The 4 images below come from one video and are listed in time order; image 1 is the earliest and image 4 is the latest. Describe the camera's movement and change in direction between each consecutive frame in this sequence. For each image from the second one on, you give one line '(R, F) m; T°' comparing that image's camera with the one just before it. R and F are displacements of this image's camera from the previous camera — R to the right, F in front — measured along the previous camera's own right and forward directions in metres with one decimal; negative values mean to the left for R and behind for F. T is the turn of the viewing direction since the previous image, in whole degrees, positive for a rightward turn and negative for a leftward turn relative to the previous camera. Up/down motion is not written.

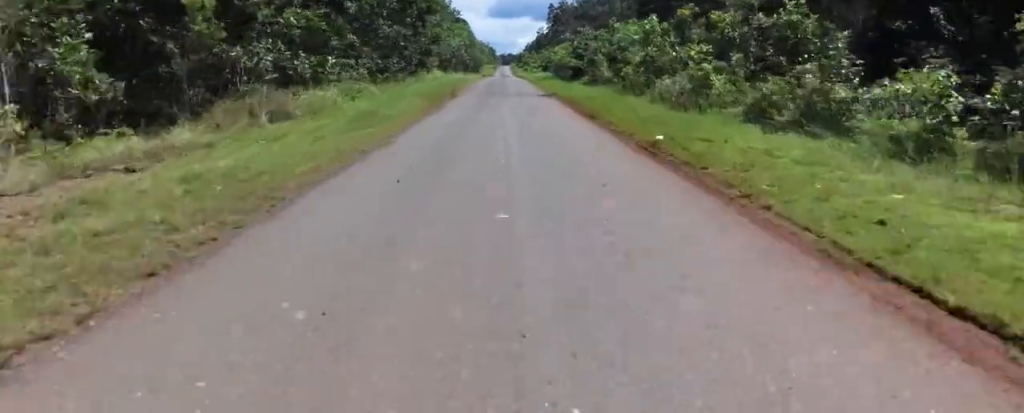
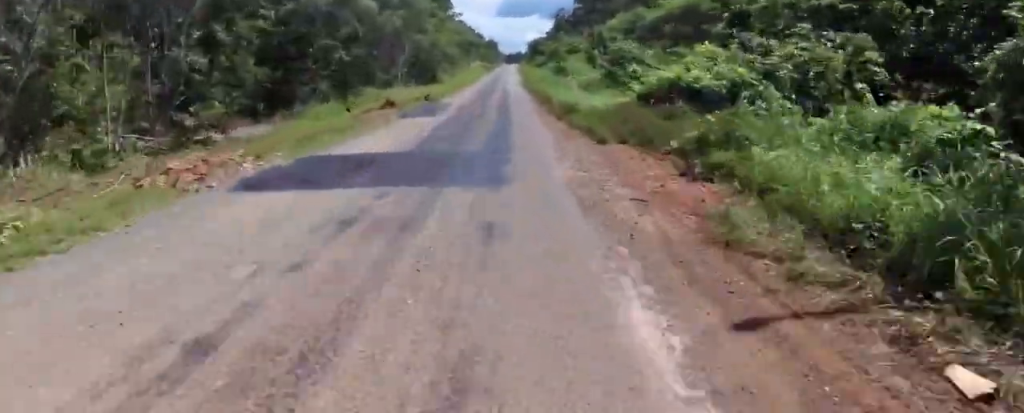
(+0.4, +95.0) m; +1°
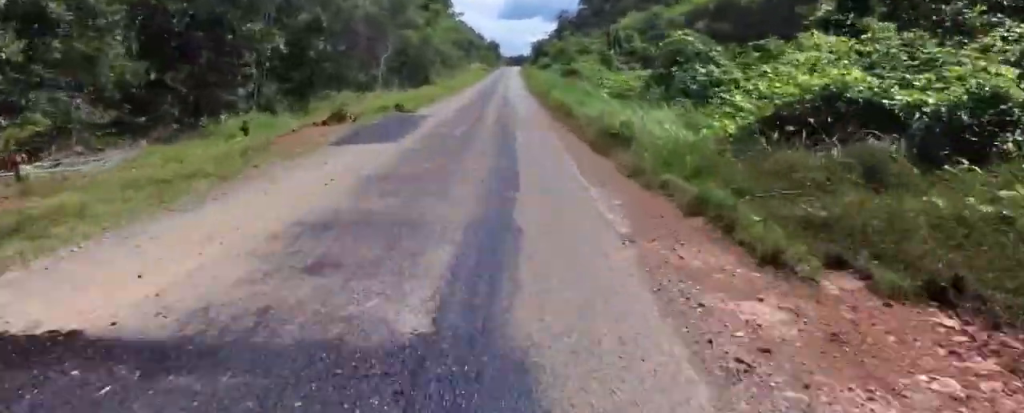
(+0.2, +8.0) m; -2°
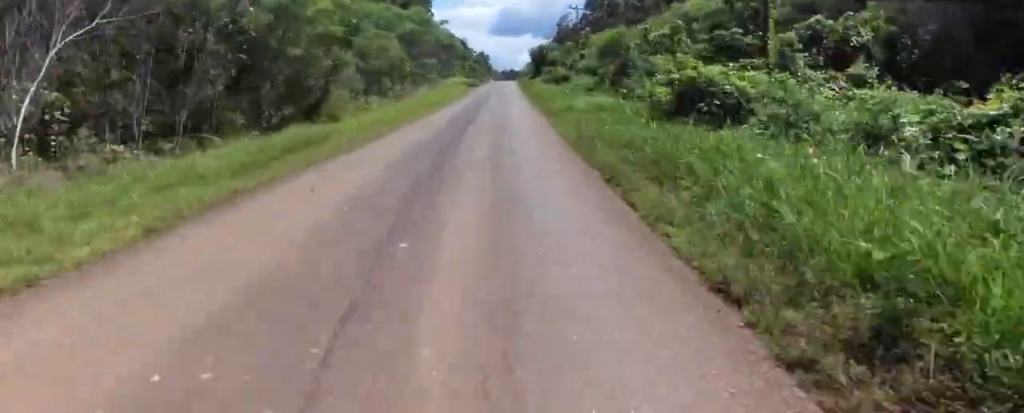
(-2.2, +27.5) m; -4°
